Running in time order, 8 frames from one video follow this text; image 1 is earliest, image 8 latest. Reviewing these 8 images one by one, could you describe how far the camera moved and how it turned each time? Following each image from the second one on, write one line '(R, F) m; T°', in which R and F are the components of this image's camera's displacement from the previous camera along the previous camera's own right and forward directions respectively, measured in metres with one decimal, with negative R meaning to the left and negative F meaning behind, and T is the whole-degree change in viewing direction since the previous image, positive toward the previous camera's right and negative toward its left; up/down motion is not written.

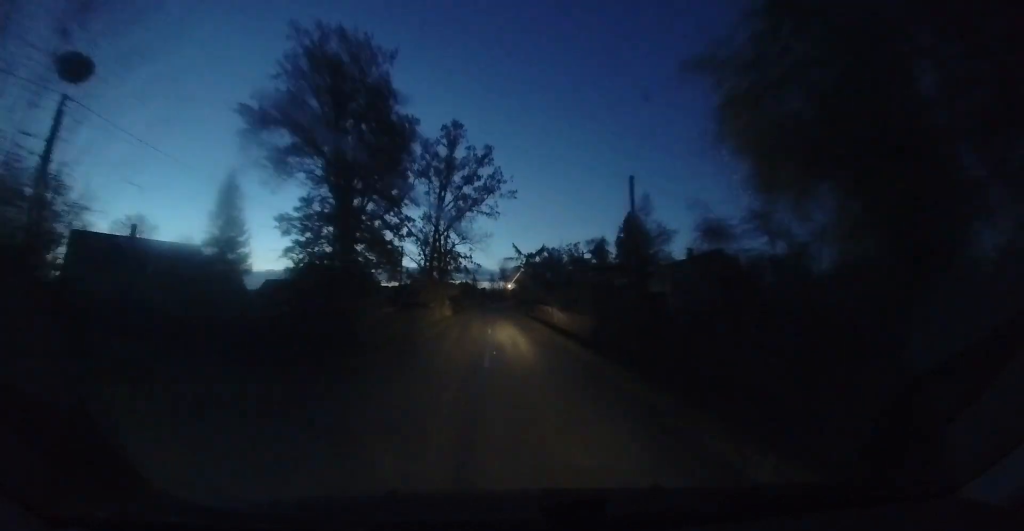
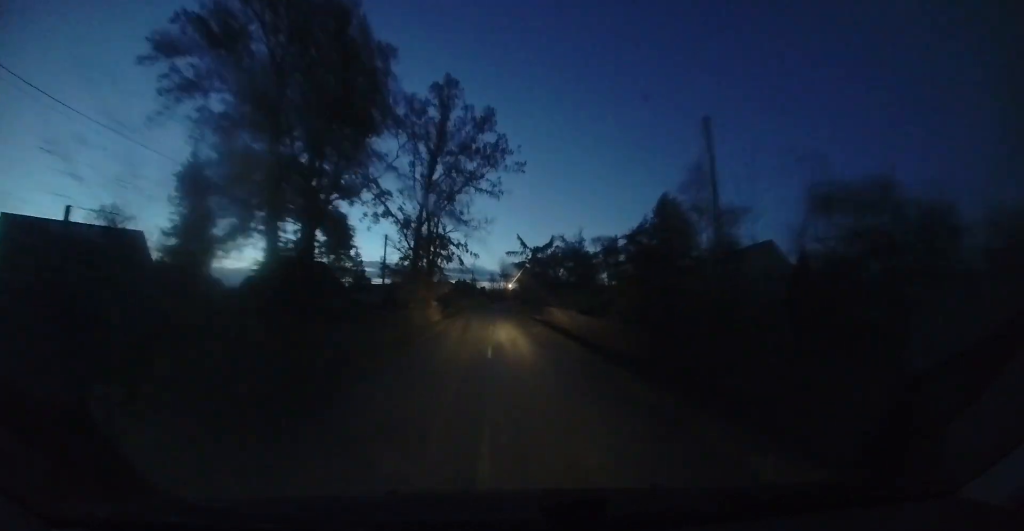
(0.0, +6.9) m; -1°
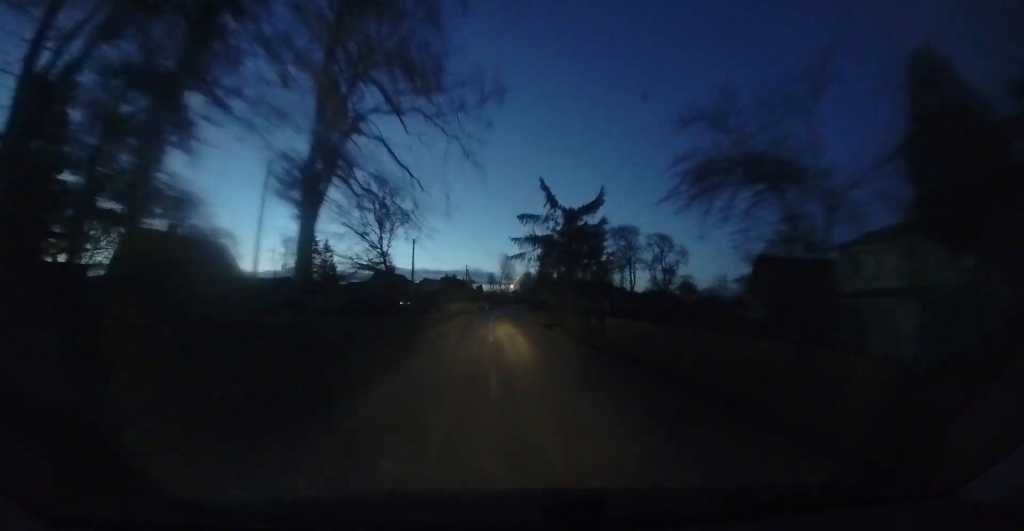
(-0.6, +20.0) m; -1°
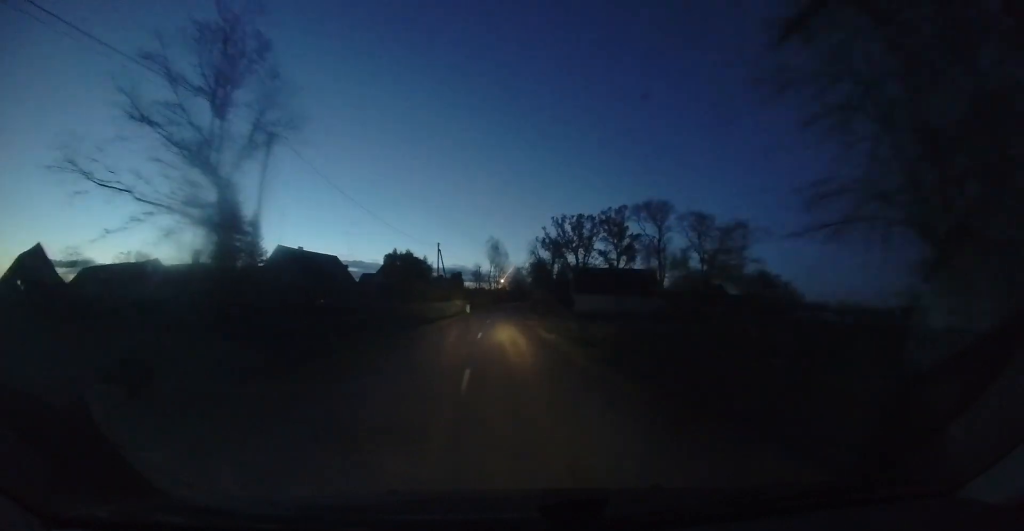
(+0.9, +24.0) m; +4°
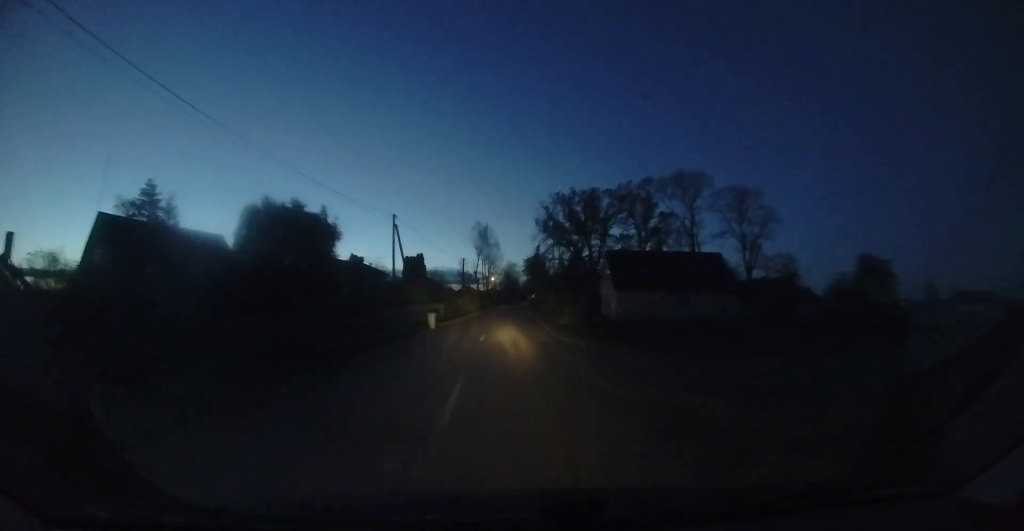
(+0.3, +17.0) m; +2°
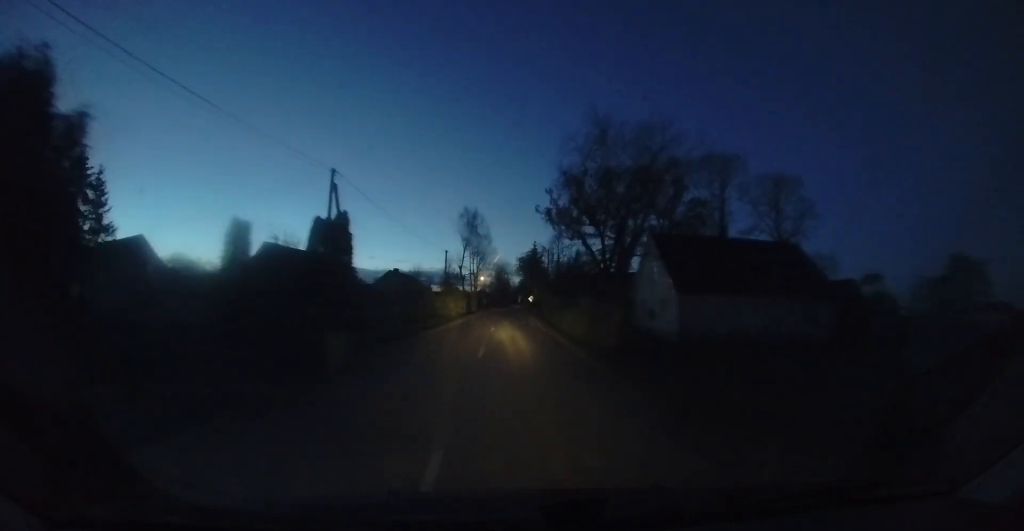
(+0.1, +10.7) m; +1°
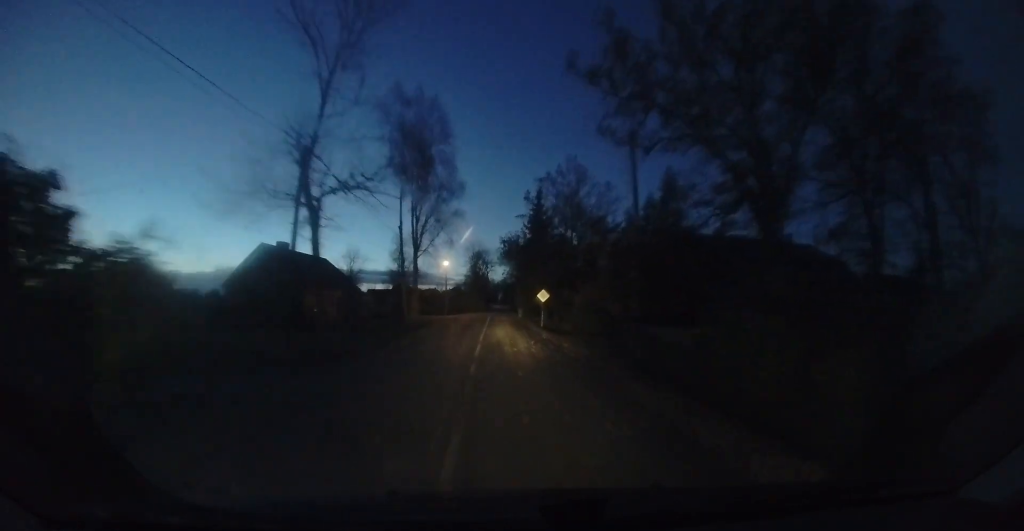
(+1.0, +31.4) m; +3°
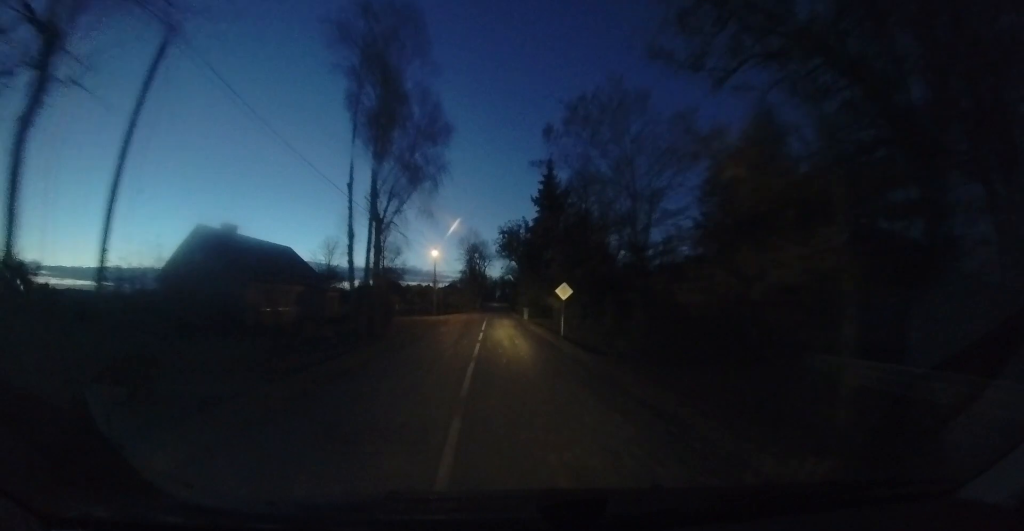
(-0.1, +8.1) m; +1°
